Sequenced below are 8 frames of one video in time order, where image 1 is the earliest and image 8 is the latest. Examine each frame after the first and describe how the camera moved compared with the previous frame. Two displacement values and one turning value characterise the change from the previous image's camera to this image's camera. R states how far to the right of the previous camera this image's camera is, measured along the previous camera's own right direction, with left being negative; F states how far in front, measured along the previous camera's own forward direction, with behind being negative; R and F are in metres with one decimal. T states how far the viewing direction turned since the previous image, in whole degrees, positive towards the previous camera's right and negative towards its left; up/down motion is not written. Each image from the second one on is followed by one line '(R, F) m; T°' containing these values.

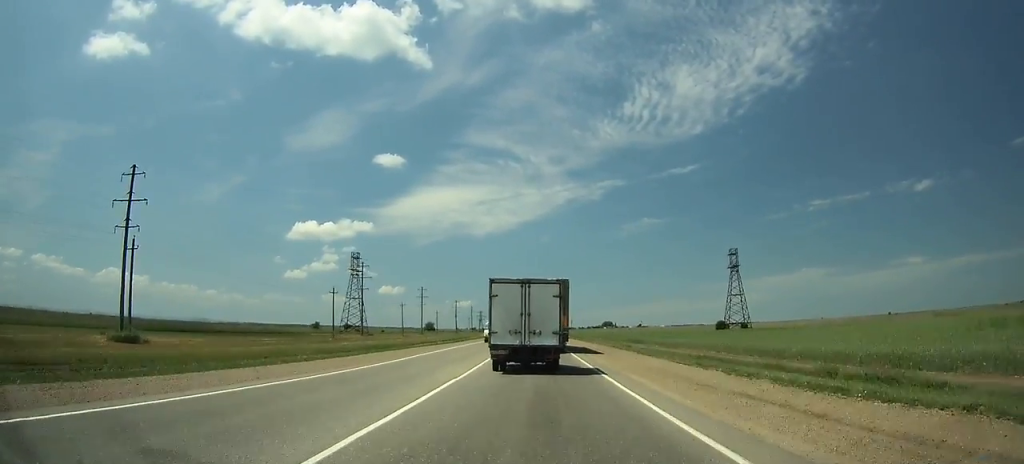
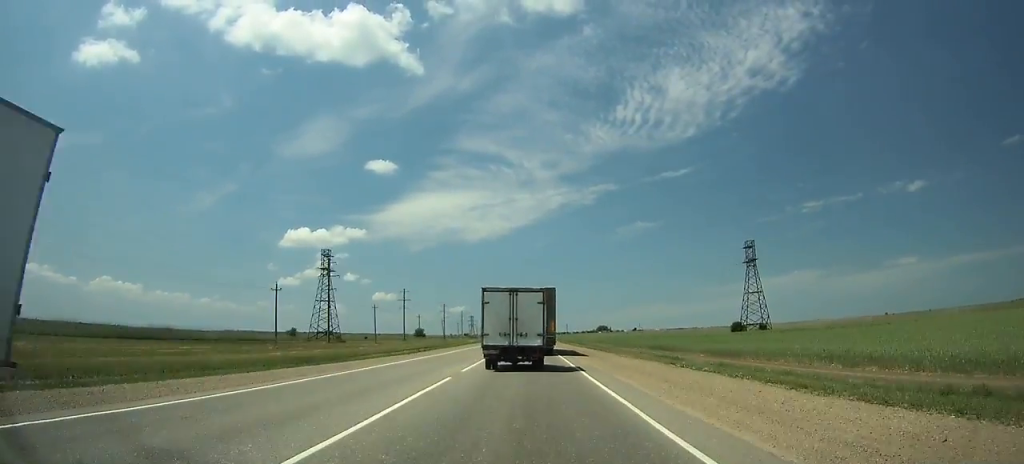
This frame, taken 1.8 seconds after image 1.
(+0.1, +21.1) m; 0°
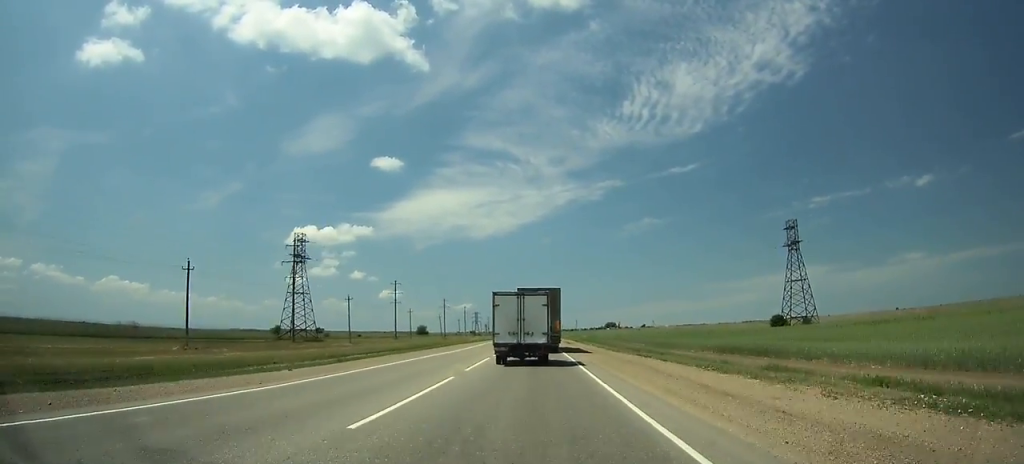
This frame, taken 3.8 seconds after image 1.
(0.0, +24.2) m; 0°
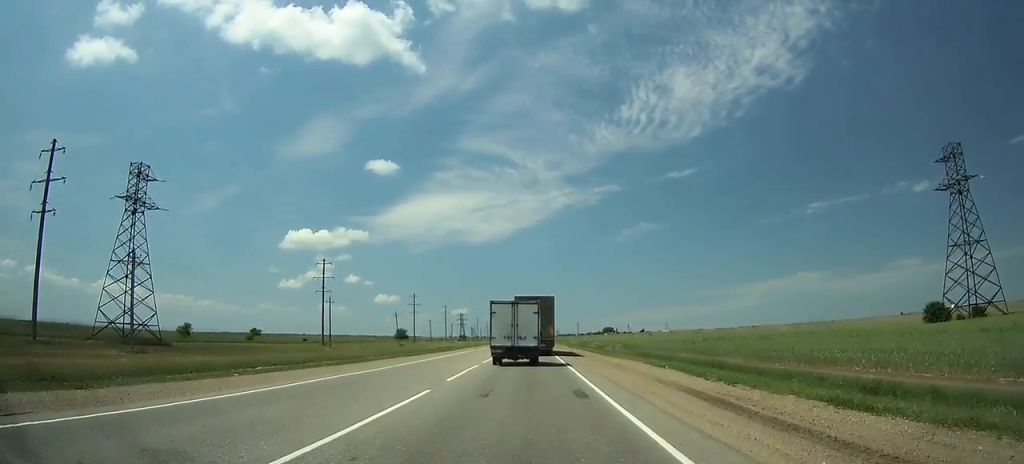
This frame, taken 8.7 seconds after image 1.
(+0.1, +64.6) m; 0°
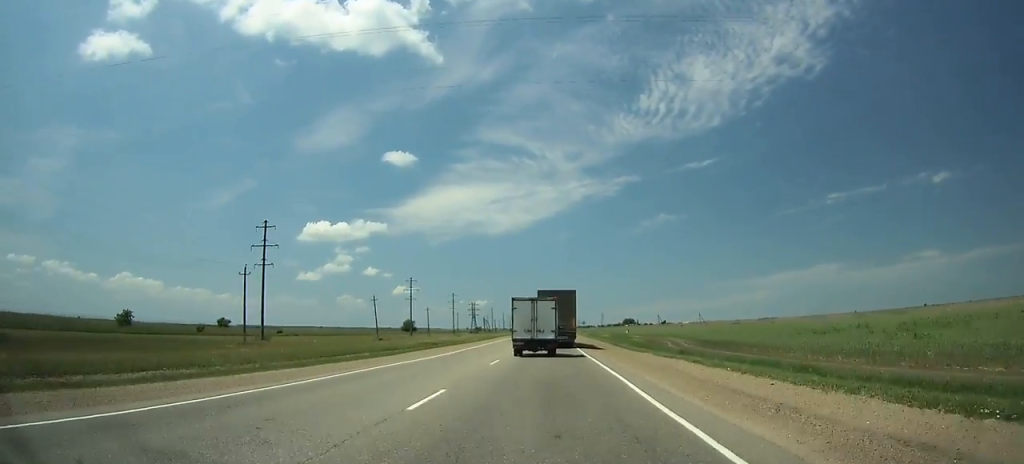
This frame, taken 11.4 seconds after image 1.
(-0.3, +39.0) m; -1°
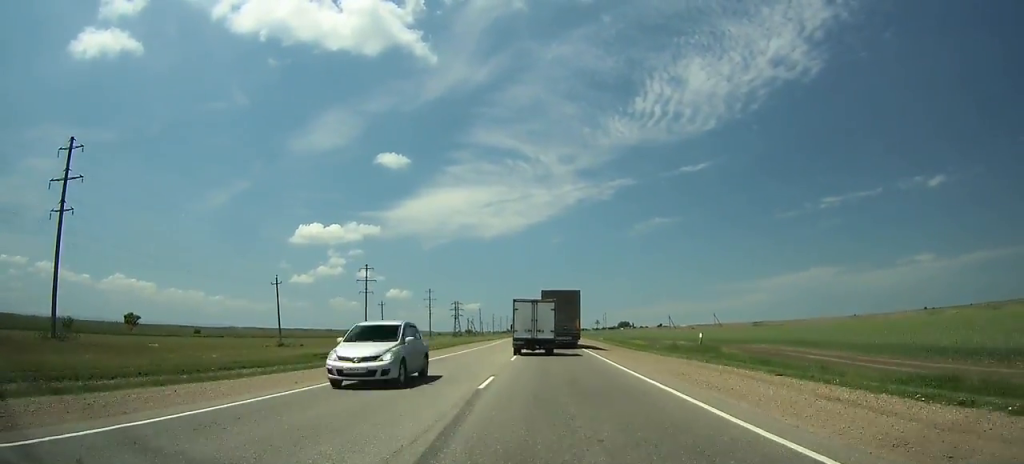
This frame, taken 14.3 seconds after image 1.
(-0.4, +45.1) m; 0°
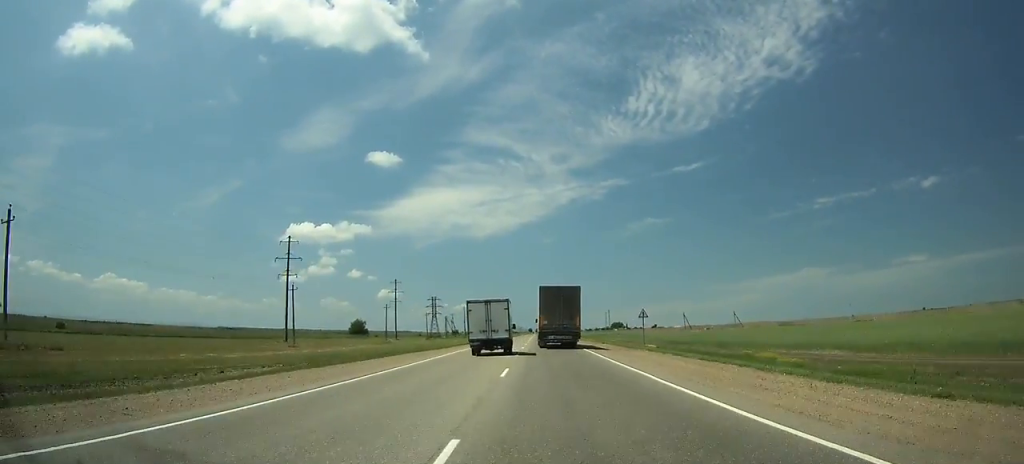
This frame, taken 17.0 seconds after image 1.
(0.0, +44.8) m; 0°
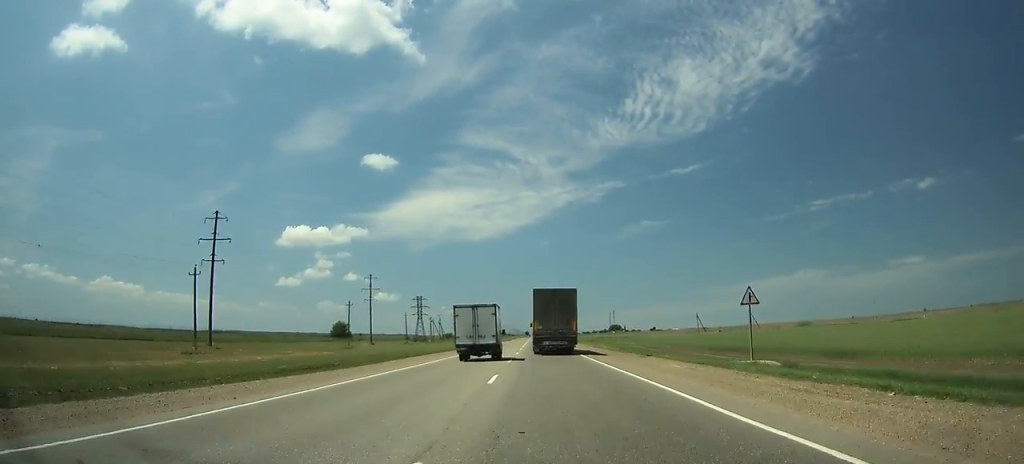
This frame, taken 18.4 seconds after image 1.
(+0.1, +24.1) m; 0°
